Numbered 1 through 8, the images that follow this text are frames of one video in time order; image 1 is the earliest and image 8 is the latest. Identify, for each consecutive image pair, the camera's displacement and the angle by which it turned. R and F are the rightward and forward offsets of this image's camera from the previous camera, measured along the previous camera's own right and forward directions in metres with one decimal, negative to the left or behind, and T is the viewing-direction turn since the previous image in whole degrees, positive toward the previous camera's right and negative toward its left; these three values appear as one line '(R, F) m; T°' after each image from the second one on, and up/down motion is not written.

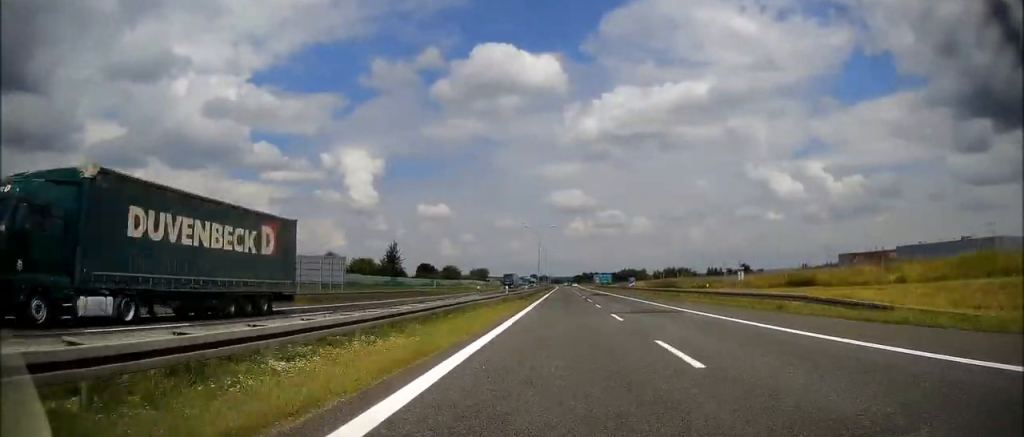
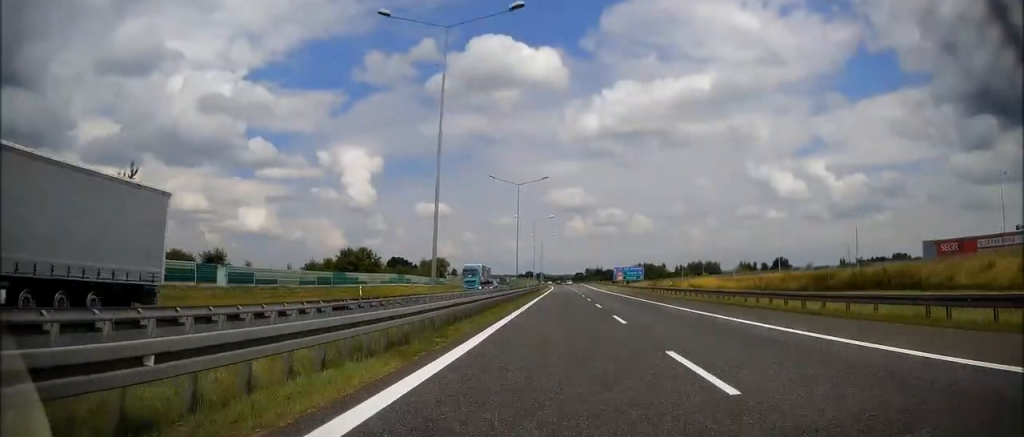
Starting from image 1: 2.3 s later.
(-0.1, +86.7) m; 0°
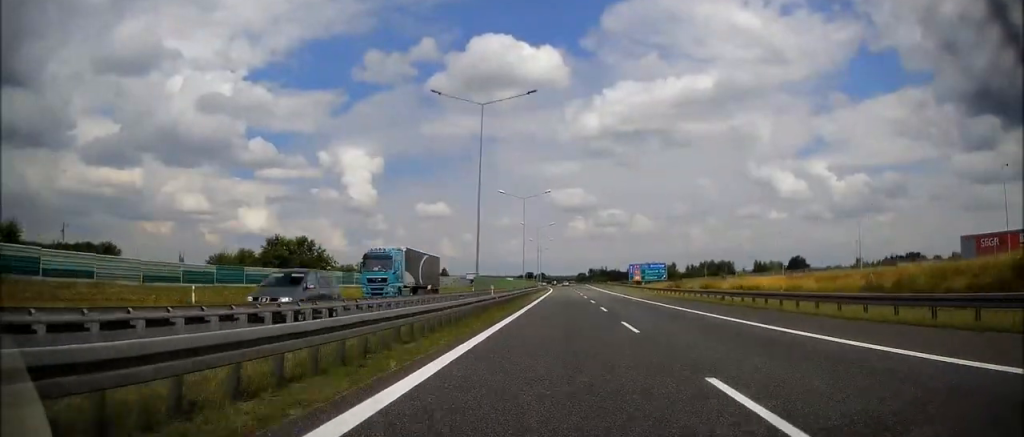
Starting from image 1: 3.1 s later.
(0.0, +27.3) m; 0°
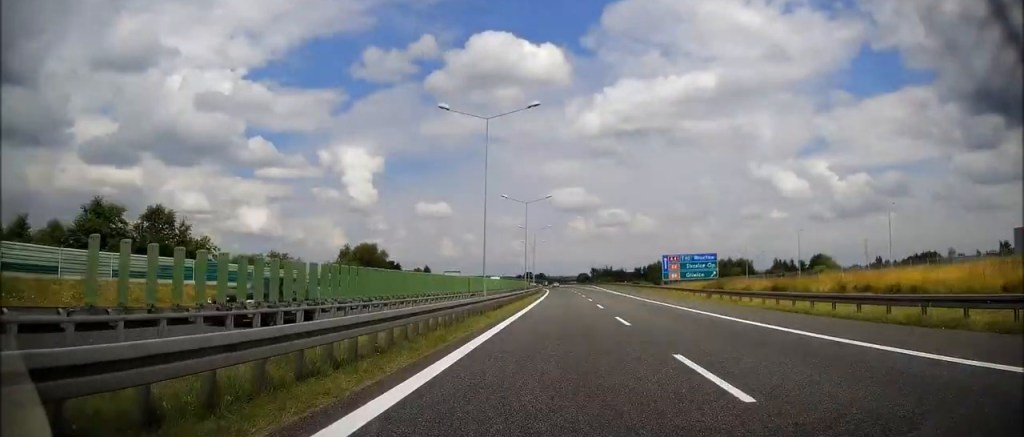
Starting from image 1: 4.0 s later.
(0.0, +33.6) m; 0°
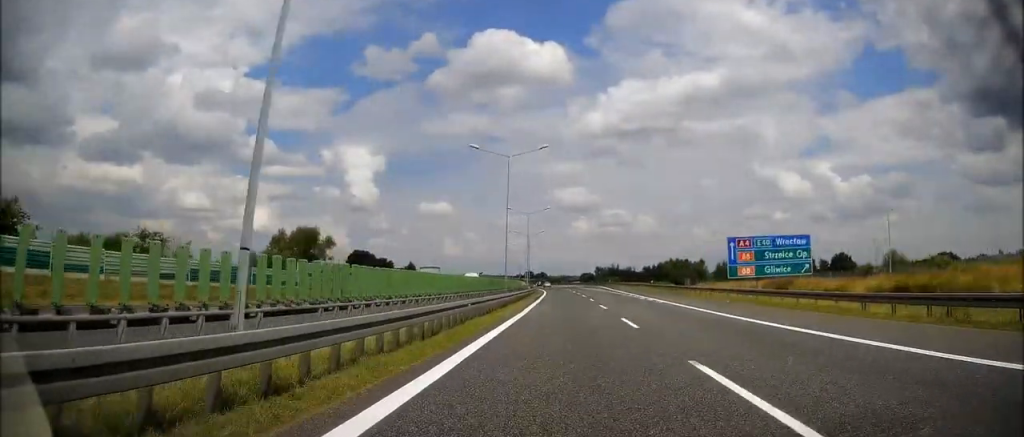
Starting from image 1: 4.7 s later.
(0.0, +26.1) m; 0°
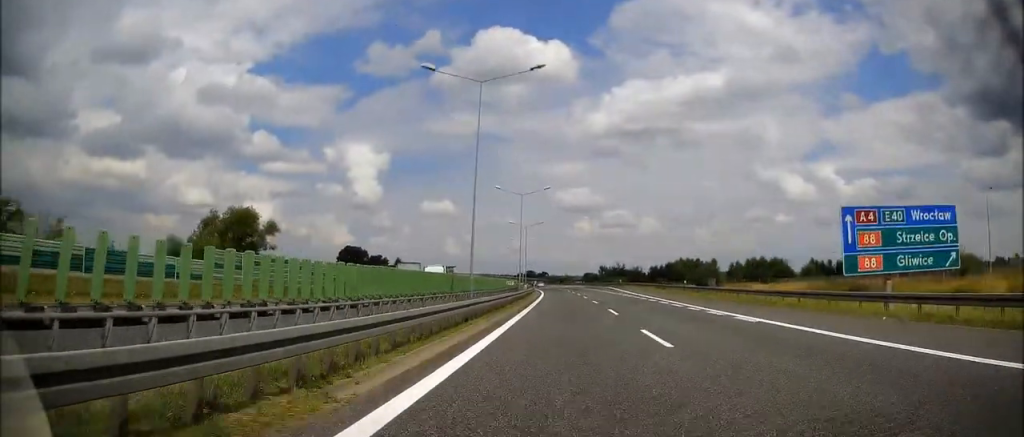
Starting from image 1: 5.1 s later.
(0.0, +17.5) m; 0°
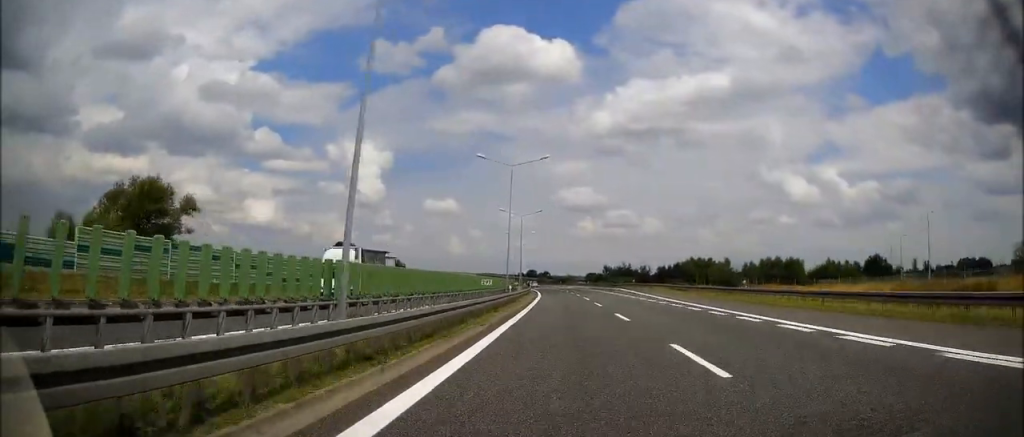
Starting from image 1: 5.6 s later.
(0.0, +16.2) m; 0°
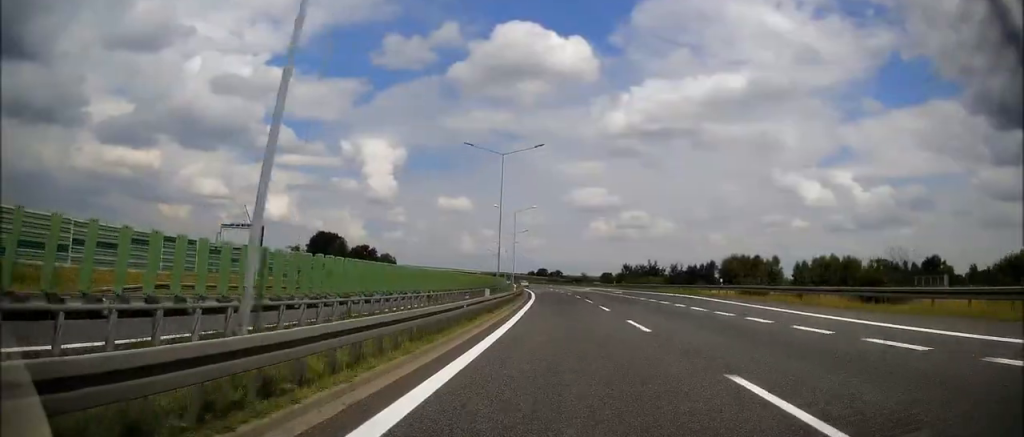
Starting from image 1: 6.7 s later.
(-0.3, +41.1) m; -1°
